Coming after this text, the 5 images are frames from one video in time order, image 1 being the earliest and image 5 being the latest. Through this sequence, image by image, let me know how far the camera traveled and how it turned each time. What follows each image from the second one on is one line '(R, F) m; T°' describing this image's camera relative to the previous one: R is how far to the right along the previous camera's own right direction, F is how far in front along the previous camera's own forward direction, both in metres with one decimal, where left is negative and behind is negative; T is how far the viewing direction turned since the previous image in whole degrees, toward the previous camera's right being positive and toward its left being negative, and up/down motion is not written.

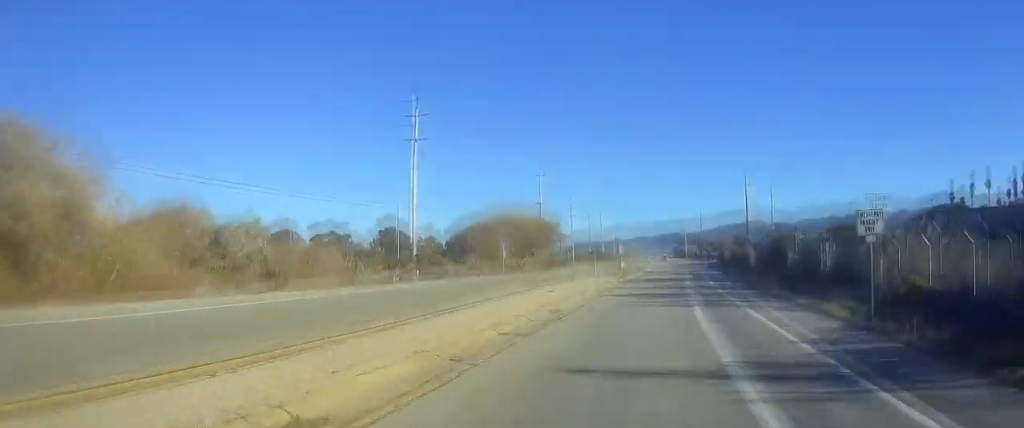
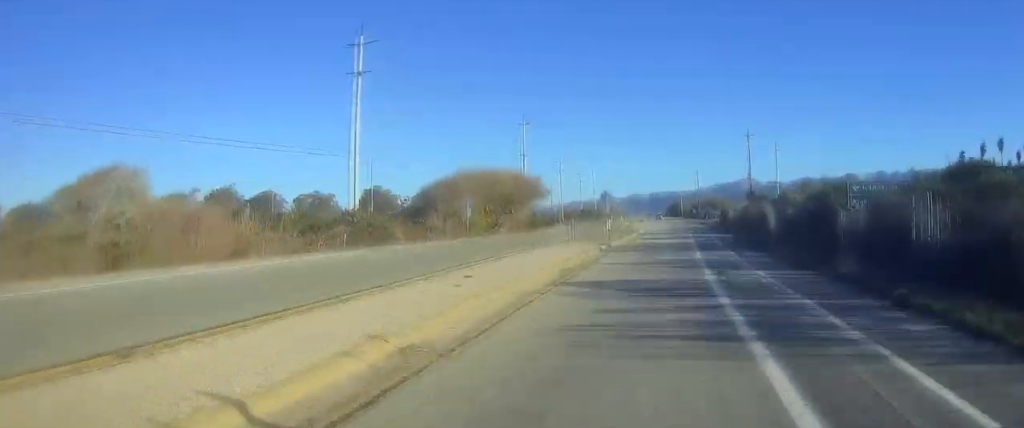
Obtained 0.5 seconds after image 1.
(+0.1, +12.5) m; 0°
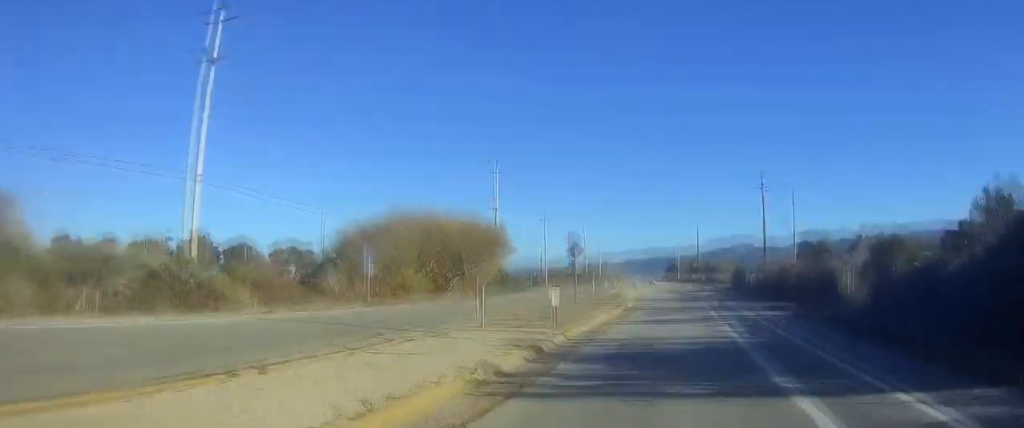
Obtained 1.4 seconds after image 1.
(+0.1, +21.0) m; +1°
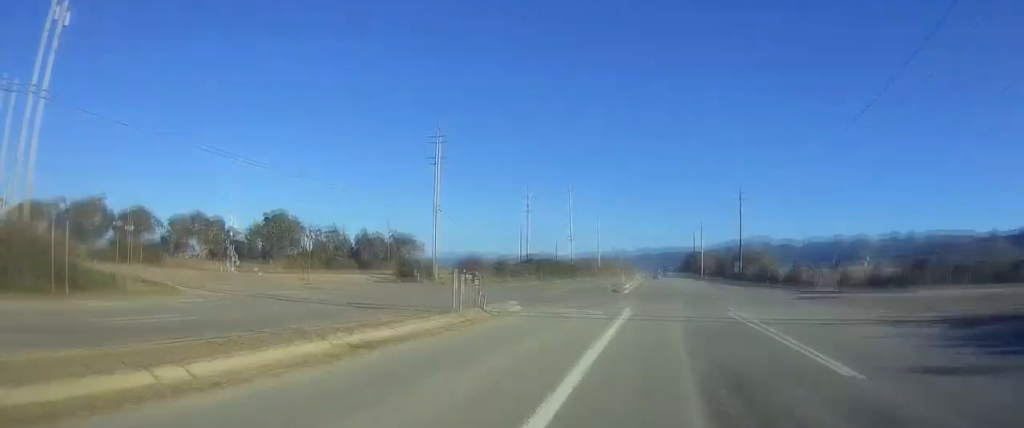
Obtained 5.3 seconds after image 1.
(-0.9, +91.3) m; -1°
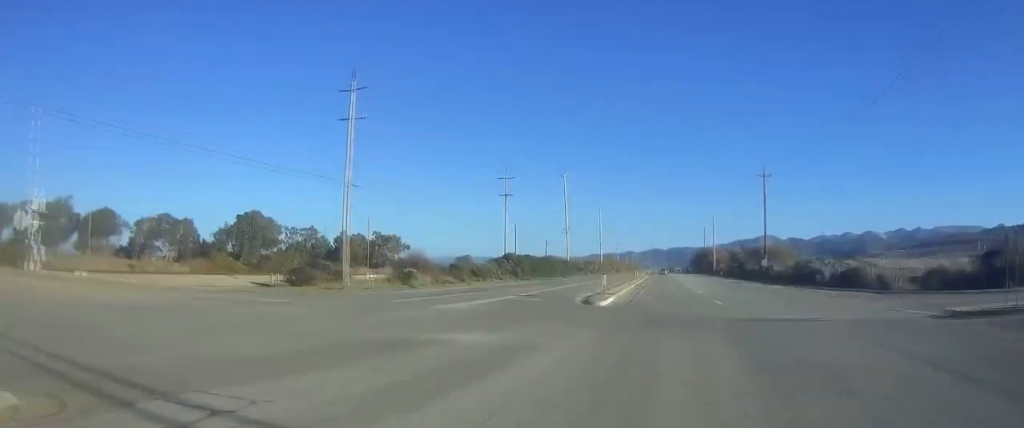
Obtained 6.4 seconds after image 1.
(-0.2, +25.0) m; -1°
